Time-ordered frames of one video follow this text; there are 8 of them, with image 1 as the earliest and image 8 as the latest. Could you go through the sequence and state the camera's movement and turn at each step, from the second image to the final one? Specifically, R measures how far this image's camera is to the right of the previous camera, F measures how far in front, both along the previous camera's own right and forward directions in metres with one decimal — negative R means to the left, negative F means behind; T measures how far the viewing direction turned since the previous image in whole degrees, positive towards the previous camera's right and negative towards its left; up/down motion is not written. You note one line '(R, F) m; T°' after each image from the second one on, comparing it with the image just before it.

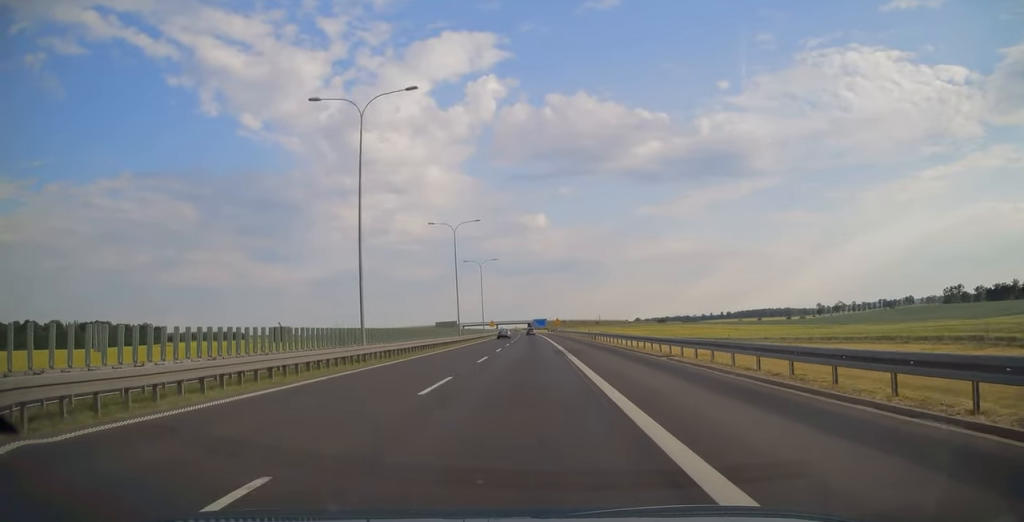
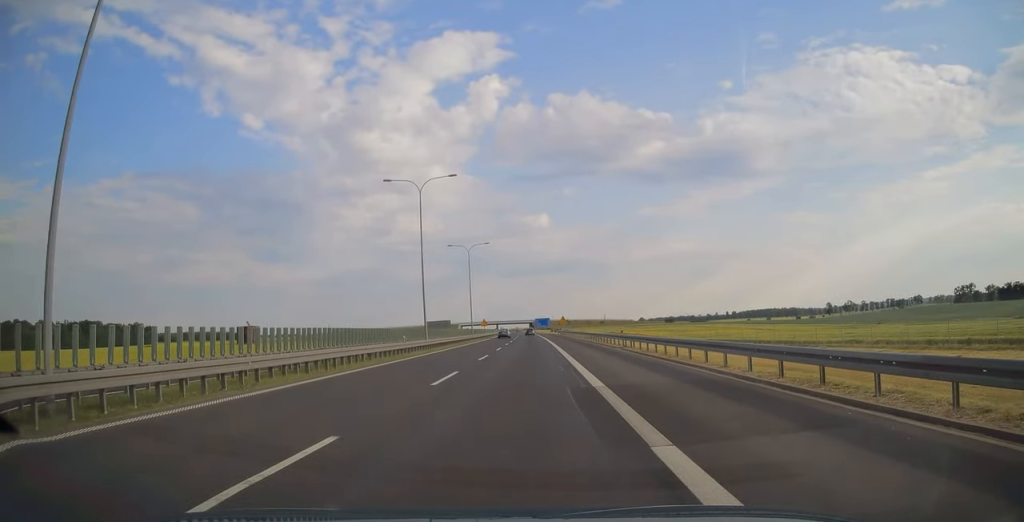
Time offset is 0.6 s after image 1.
(-0.1, +21.6) m; 0°
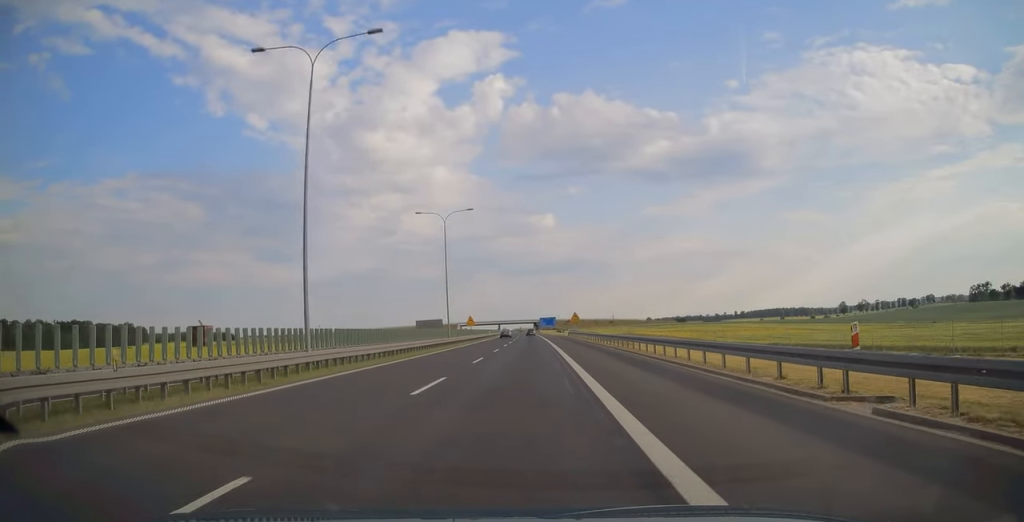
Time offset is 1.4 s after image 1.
(0.0, +26.1) m; 0°
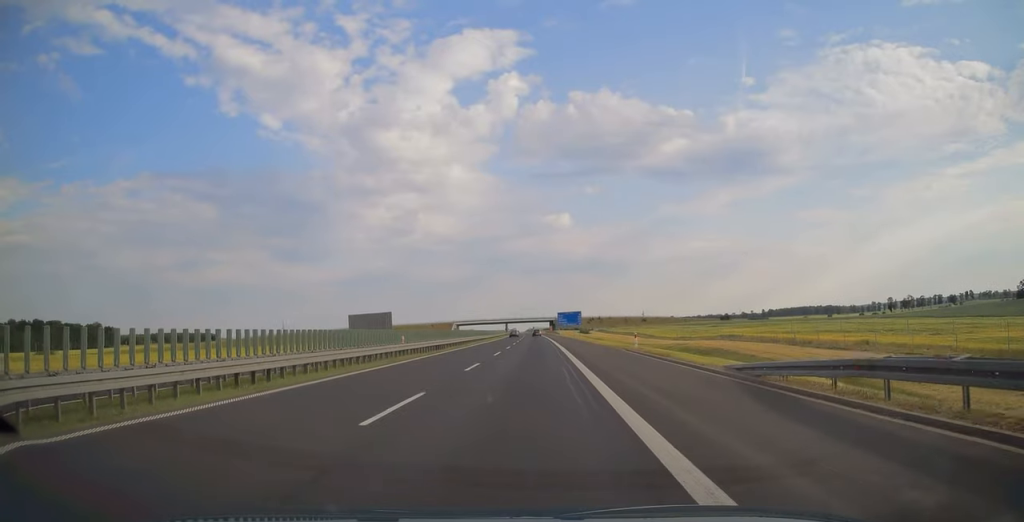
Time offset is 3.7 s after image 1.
(-0.9, +75.9) m; -1°
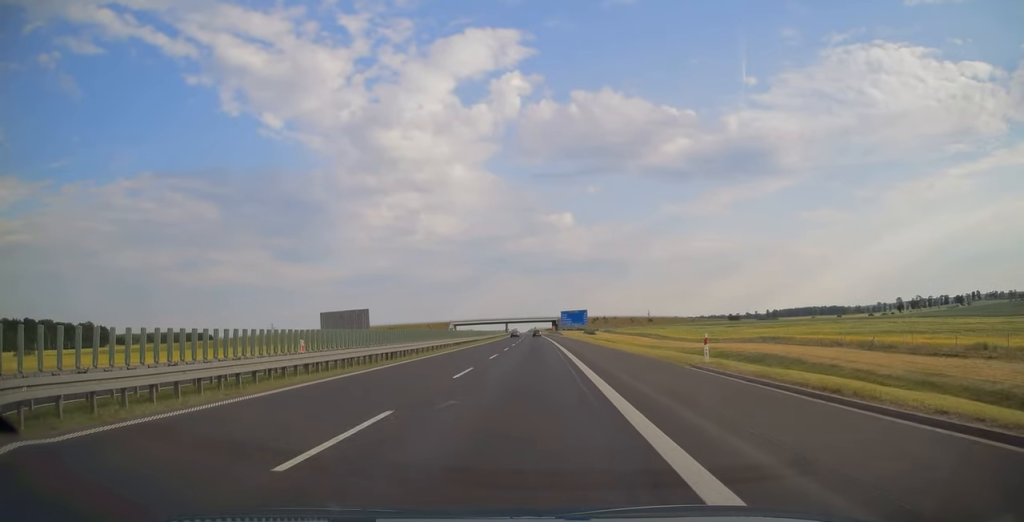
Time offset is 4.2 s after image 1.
(0.0, +15.0) m; 0°
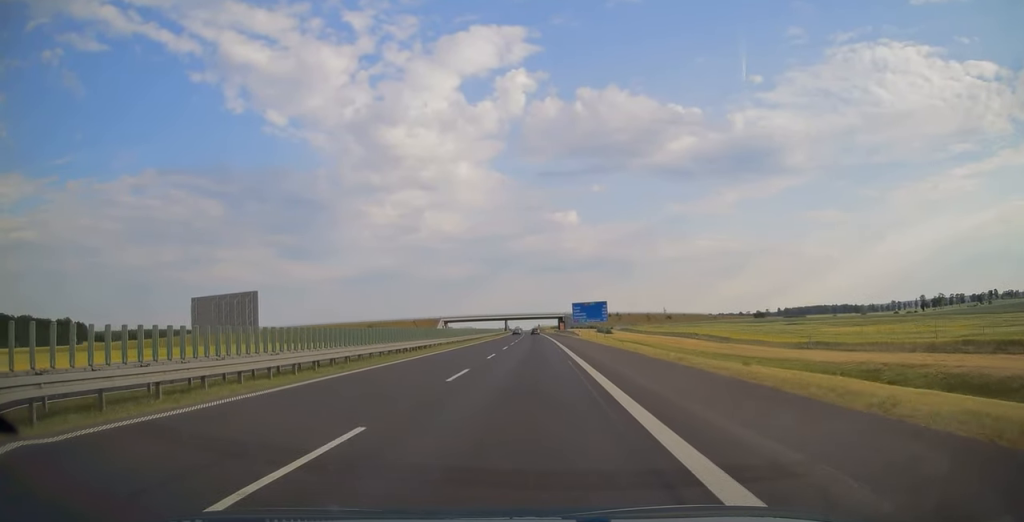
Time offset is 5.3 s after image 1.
(-0.3, +37.8) m; -1°
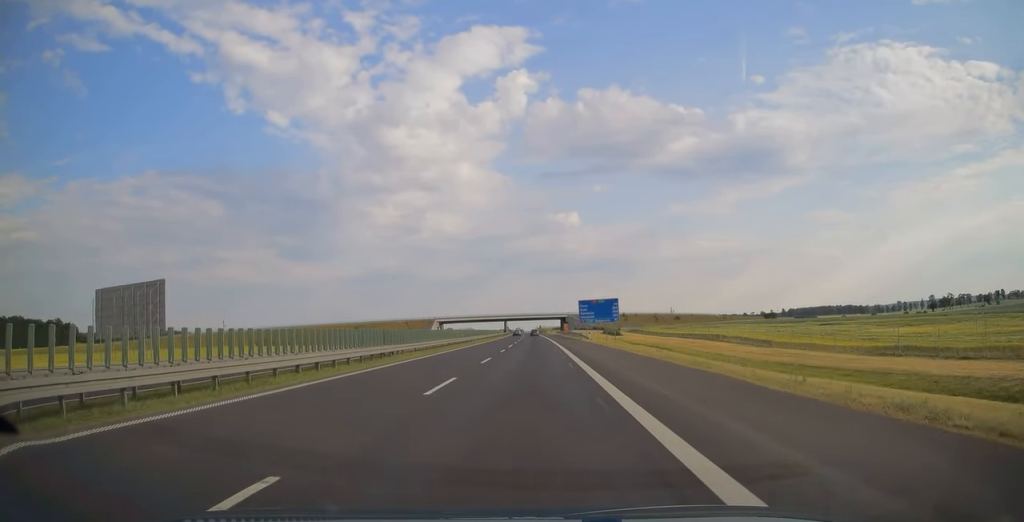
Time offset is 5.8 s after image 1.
(0.0, +15.0) m; 0°
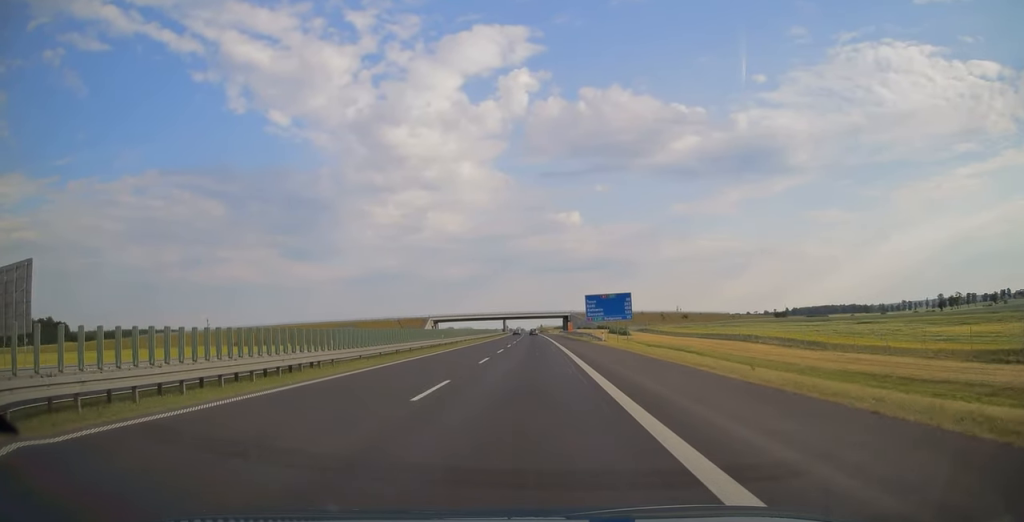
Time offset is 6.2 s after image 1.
(0.0, +13.3) m; 0°
